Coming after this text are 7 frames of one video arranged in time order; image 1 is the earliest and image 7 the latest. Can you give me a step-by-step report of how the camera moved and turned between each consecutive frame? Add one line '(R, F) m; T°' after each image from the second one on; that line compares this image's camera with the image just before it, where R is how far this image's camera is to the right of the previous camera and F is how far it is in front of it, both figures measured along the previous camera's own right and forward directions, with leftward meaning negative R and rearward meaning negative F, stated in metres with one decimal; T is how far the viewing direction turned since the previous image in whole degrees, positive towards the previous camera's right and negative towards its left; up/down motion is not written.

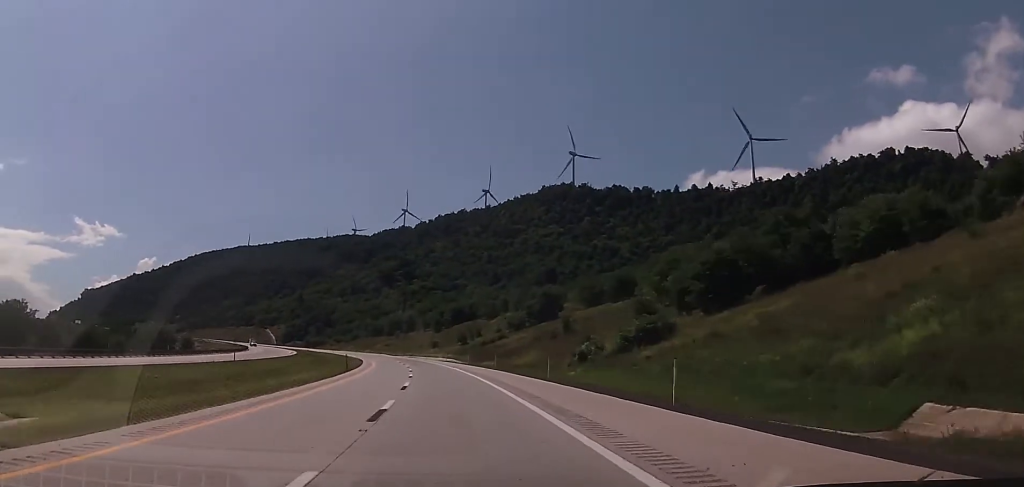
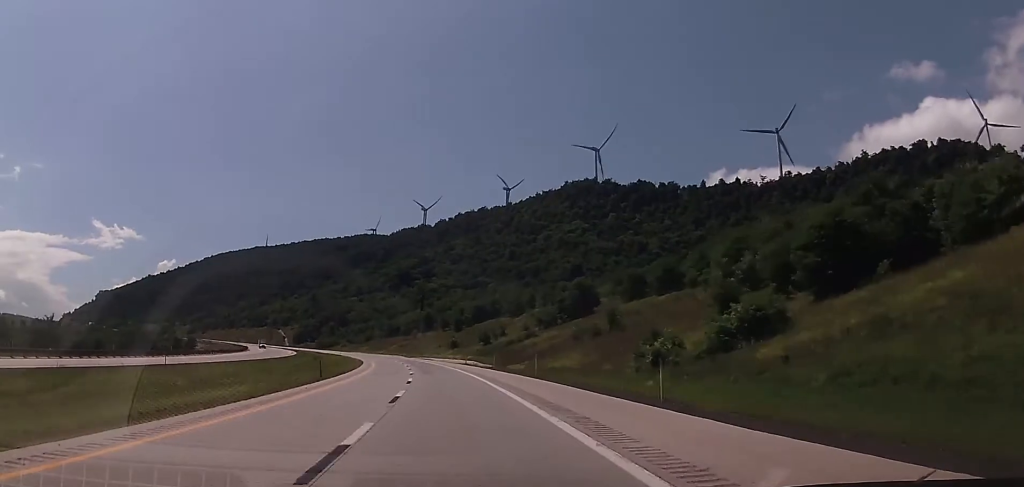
(-0.1, +18.6) m; -2°
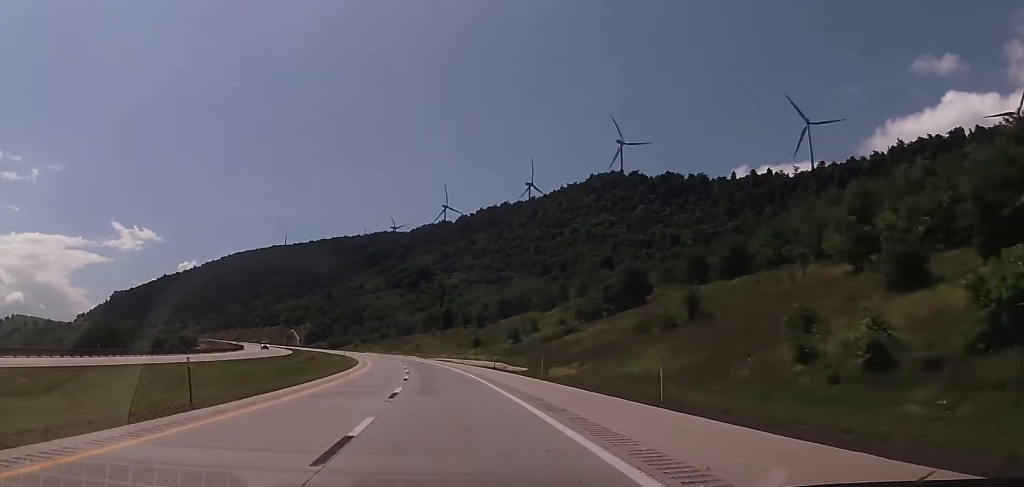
(-0.4, +23.0) m; -2°
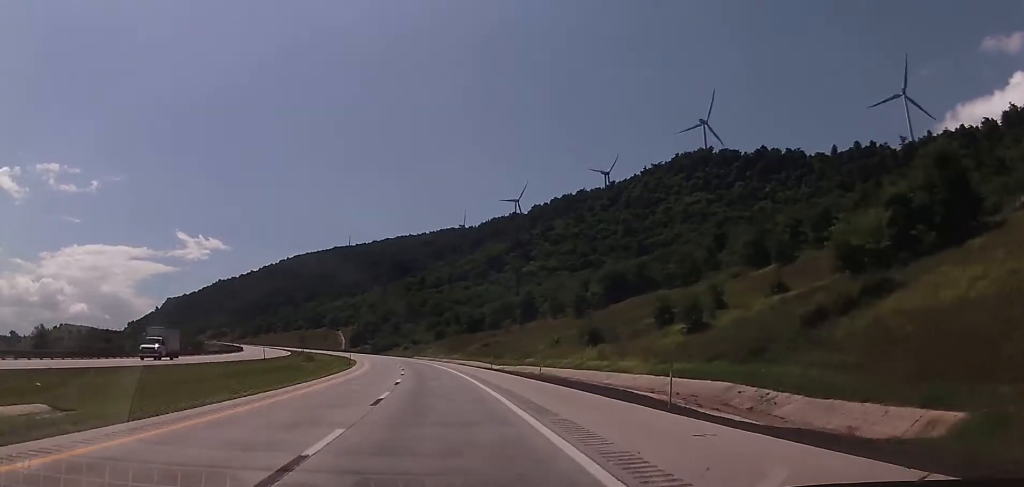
(-4.0, +63.6) m; -7°
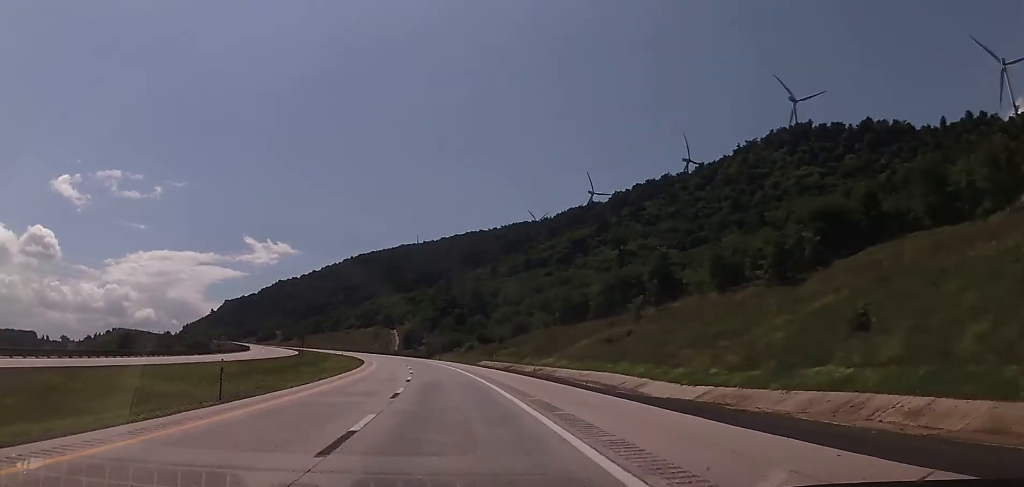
(-2.6, +58.3) m; -6°
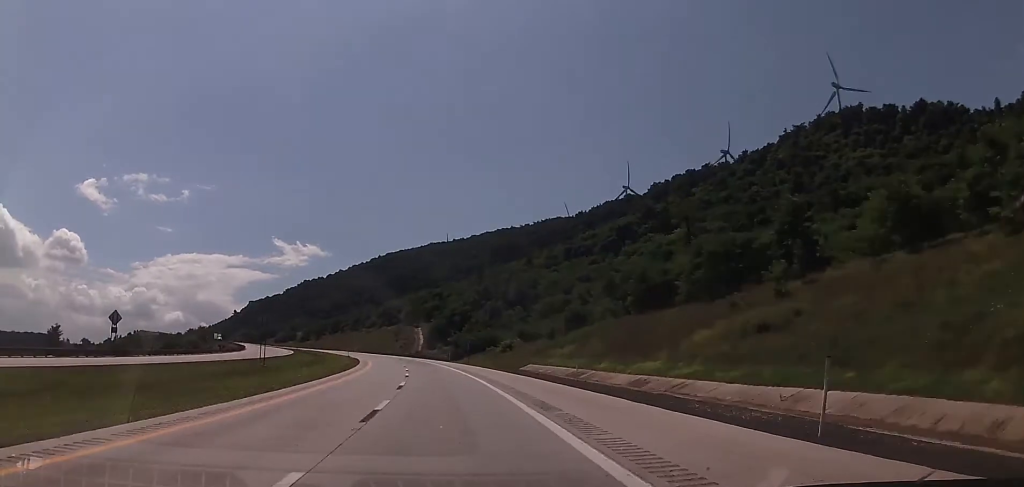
(-0.9, +31.9) m; -3°
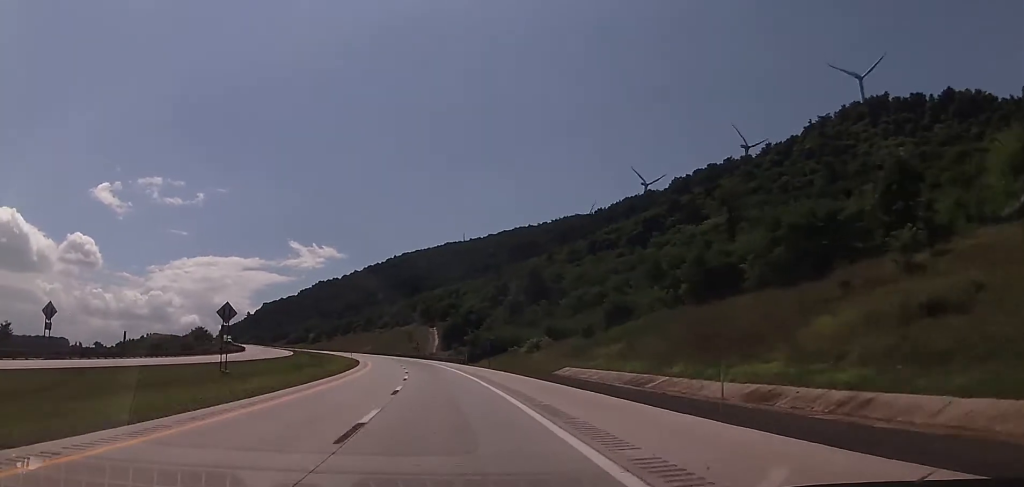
(-0.3, +15.4) m; -1°
